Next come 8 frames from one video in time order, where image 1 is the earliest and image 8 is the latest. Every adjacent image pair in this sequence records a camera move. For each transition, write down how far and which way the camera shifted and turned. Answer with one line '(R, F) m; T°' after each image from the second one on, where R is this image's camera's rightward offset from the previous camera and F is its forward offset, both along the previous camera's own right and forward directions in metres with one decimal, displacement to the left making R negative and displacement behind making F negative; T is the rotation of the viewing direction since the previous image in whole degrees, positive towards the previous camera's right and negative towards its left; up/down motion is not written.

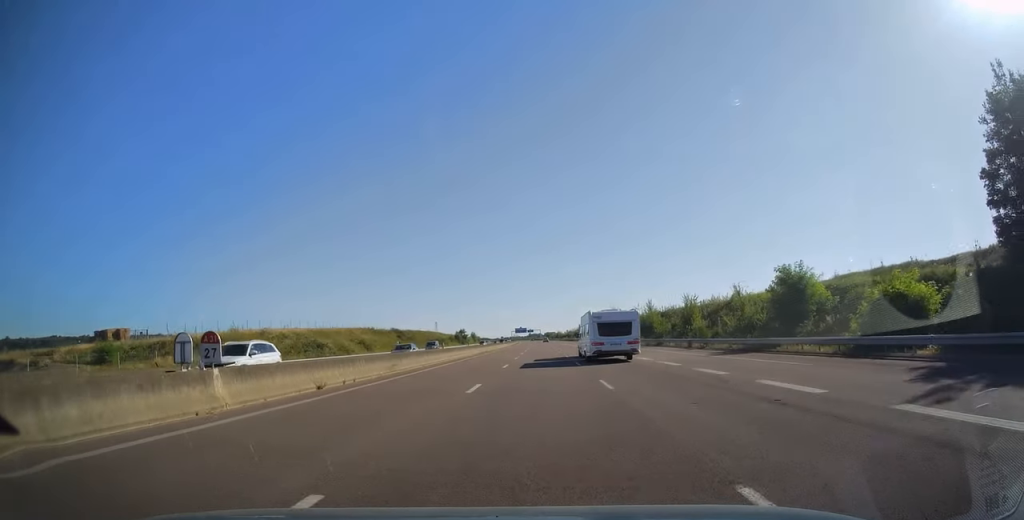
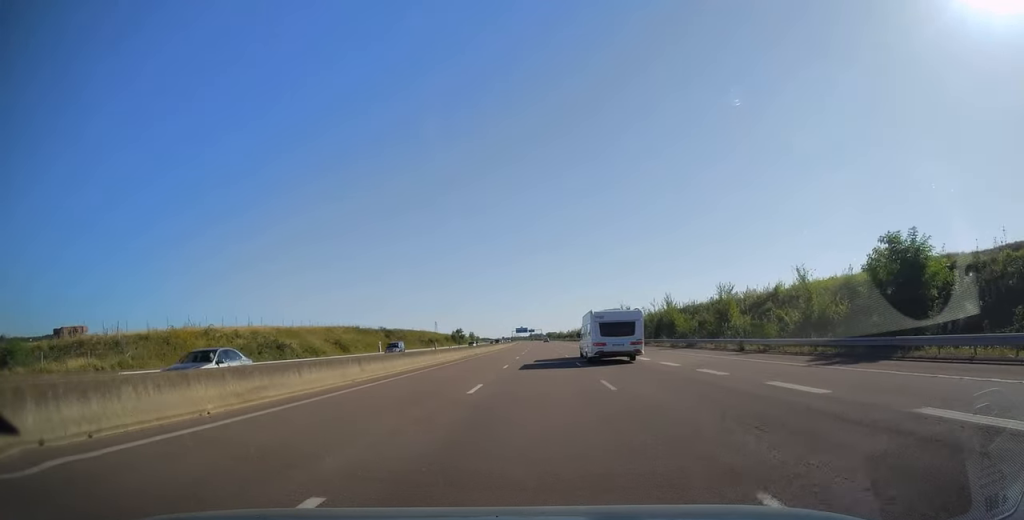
(-0.1, +13.4) m; 0°
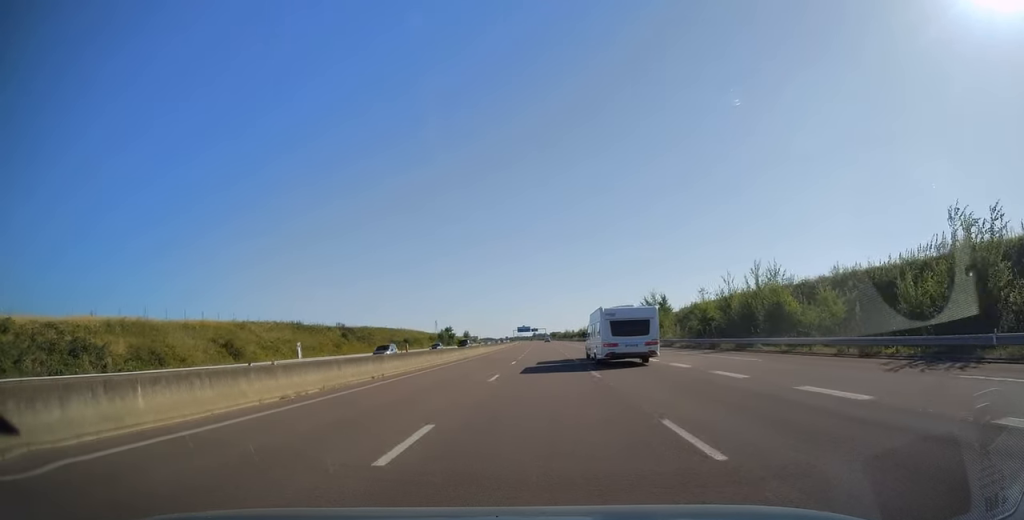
(-0.1, +35.0) m; 0°
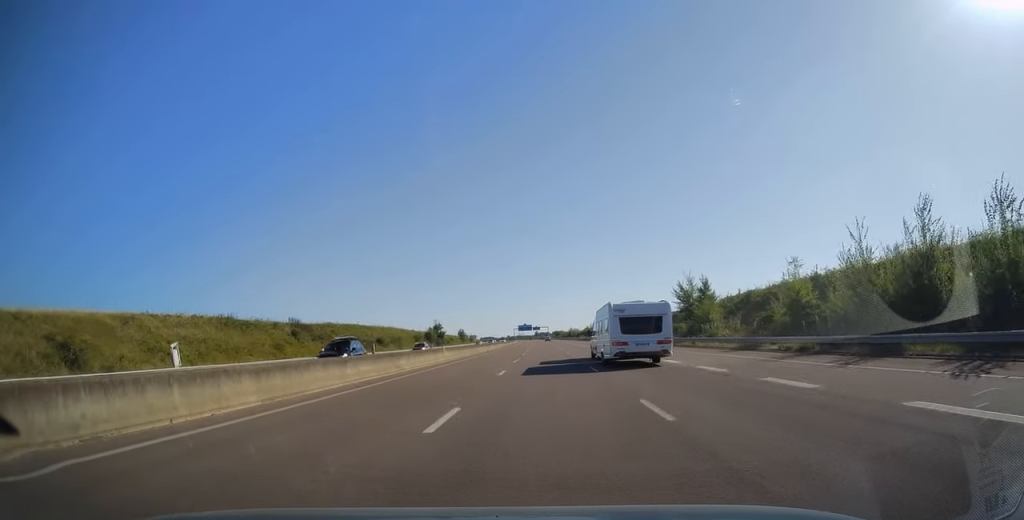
(0.0, +24.1) m; 0°
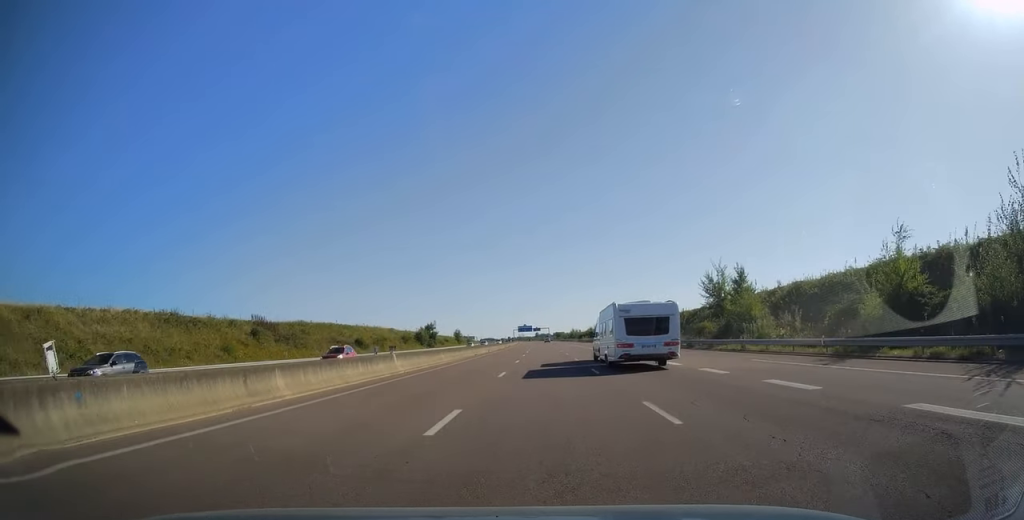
(0.0, +13.3) m; 0°
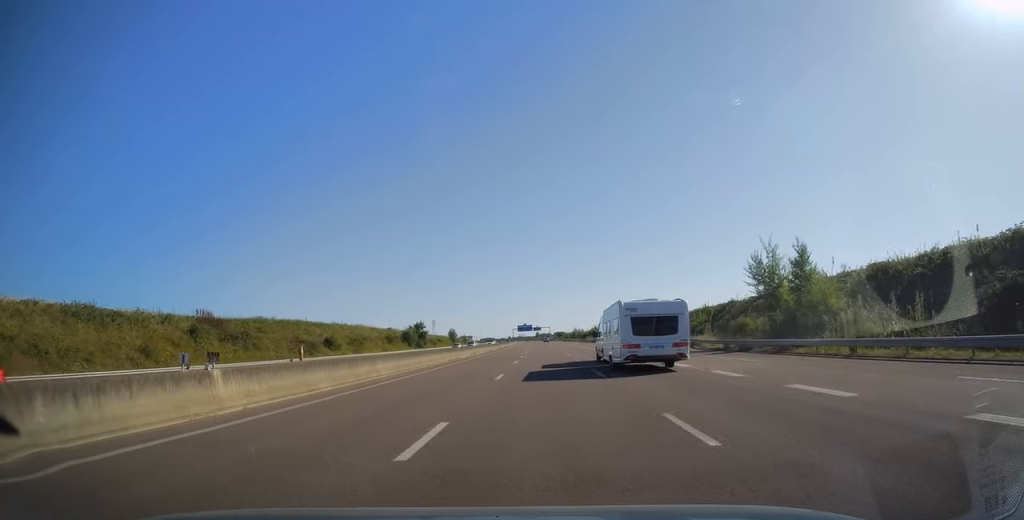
(0.0, +14.9) m; 0°
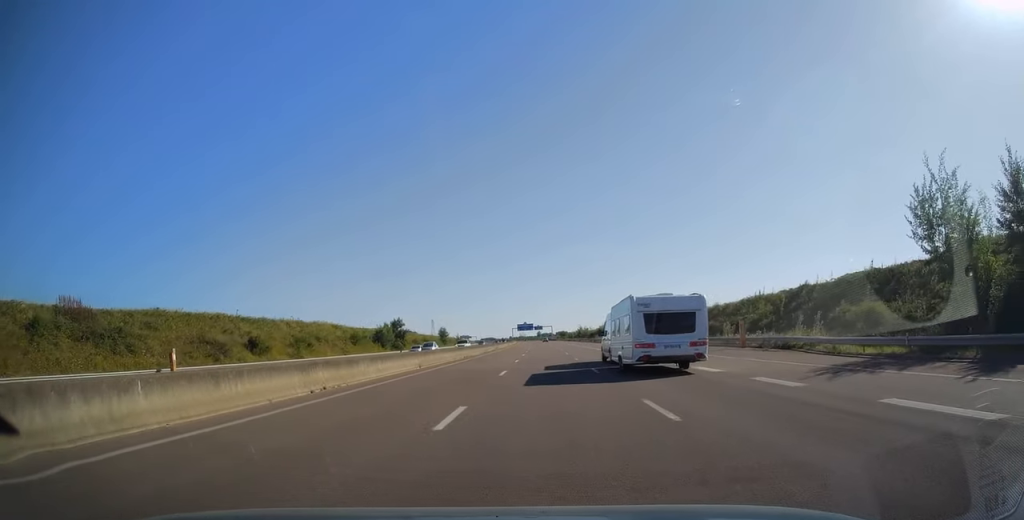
(0.0, +24.1) m; 0°
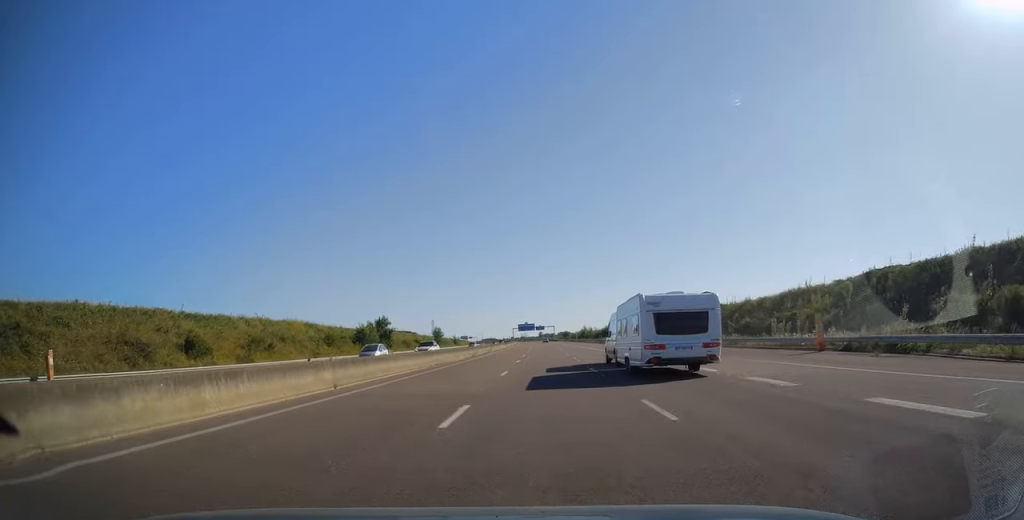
(-0.1, +12.8) m; 0°
